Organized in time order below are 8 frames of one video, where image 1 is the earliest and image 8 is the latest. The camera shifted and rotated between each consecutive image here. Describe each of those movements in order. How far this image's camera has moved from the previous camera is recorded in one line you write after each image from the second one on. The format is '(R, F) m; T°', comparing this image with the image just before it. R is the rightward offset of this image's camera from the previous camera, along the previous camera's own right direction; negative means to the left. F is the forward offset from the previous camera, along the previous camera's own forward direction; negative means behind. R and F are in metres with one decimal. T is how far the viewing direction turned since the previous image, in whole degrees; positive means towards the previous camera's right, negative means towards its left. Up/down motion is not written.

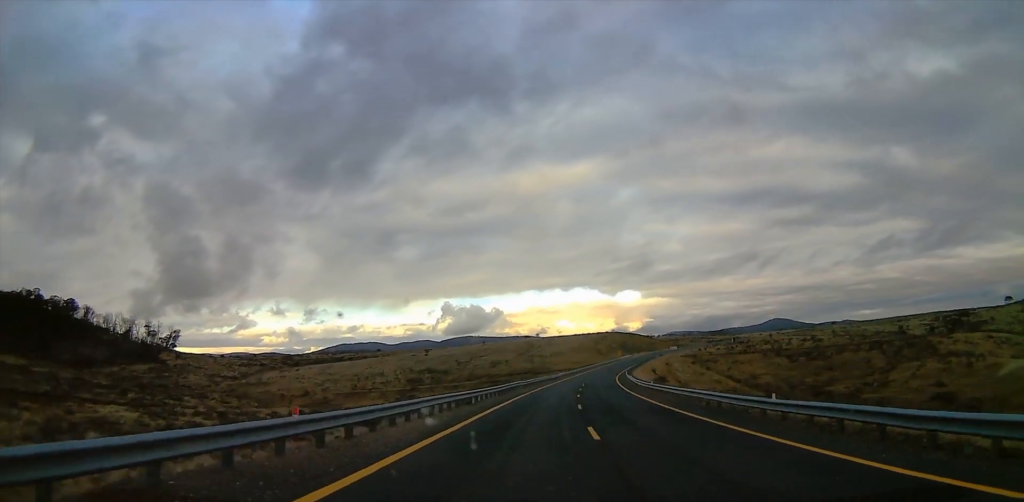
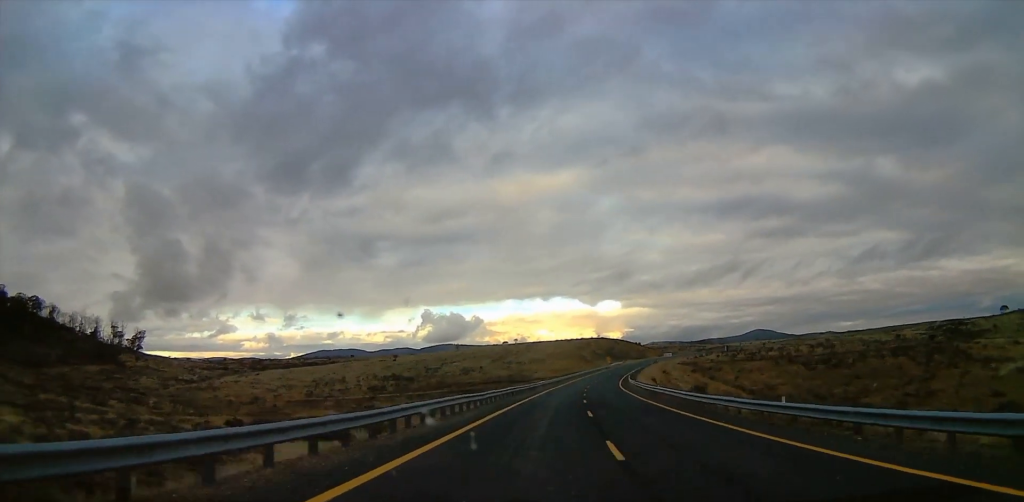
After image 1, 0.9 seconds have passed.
(0.0, +27.4) m; +1°
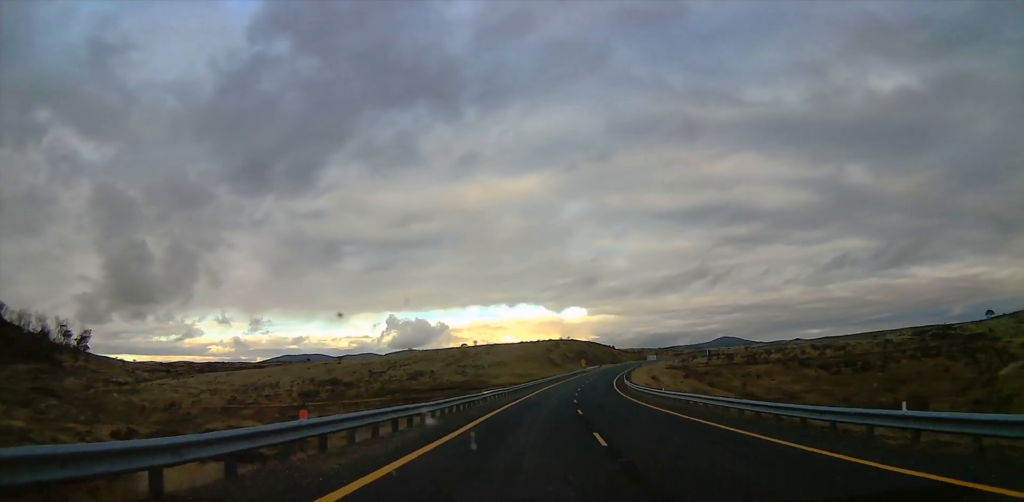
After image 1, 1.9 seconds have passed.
(+0.4, +32.5) m; +3°
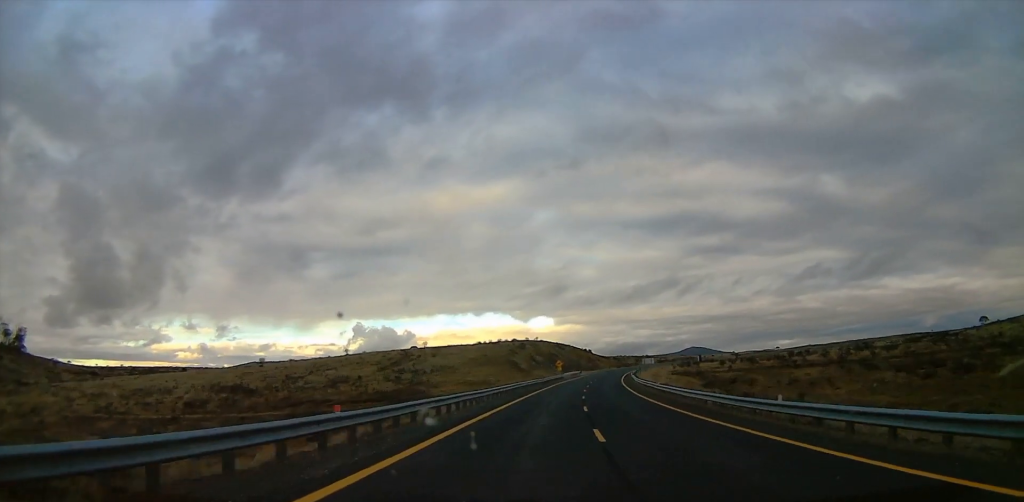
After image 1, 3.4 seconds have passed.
(+1.8, +47.9) m; +4°
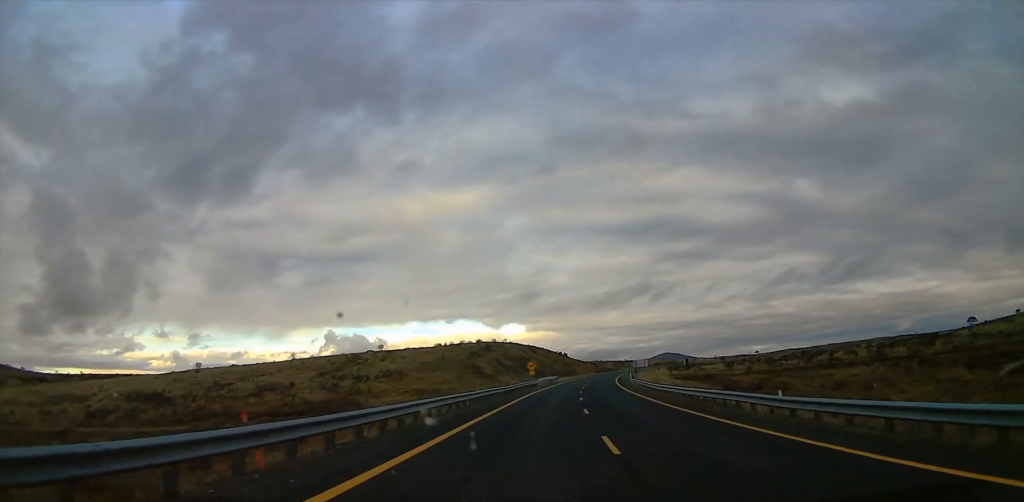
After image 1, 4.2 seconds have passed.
(+0.7, +25.4) m; +3°
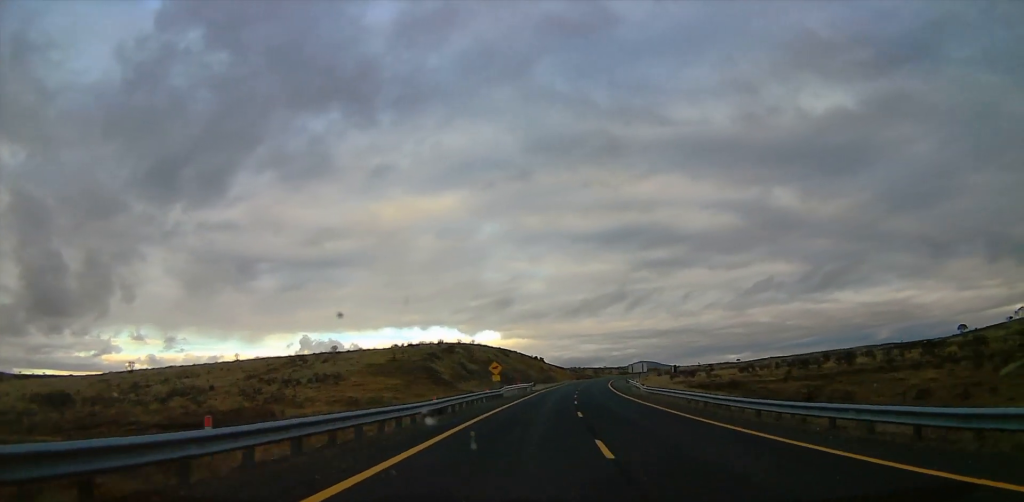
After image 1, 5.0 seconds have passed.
(+0.6, +24.1) m; +2°
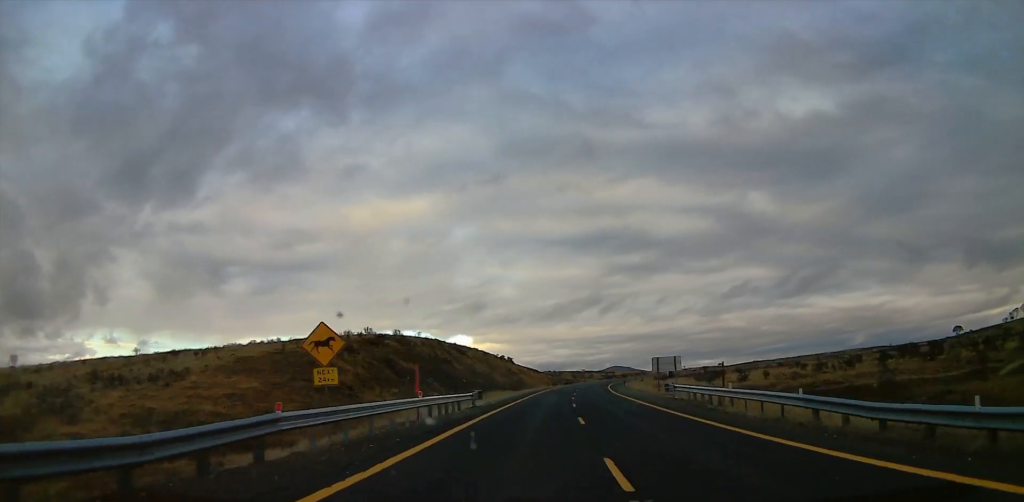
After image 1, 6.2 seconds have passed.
(0.0, +39.4) m; +1°
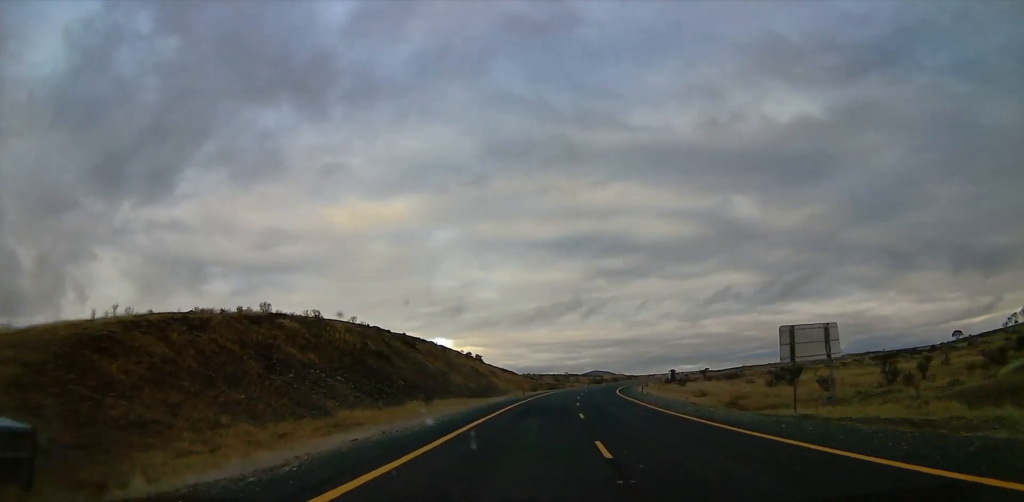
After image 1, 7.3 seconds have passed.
(+0.9, +32.9) m; +3°
